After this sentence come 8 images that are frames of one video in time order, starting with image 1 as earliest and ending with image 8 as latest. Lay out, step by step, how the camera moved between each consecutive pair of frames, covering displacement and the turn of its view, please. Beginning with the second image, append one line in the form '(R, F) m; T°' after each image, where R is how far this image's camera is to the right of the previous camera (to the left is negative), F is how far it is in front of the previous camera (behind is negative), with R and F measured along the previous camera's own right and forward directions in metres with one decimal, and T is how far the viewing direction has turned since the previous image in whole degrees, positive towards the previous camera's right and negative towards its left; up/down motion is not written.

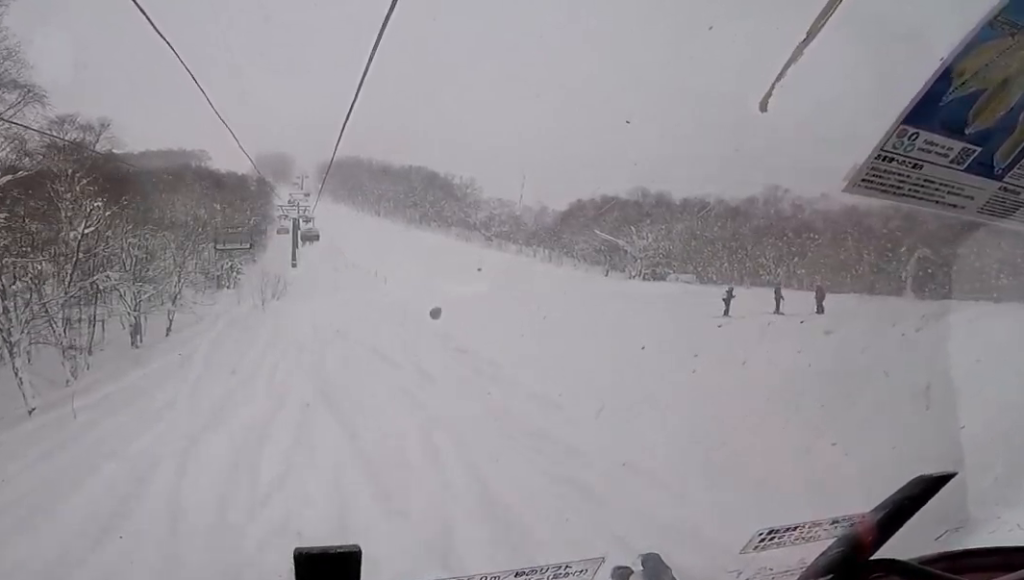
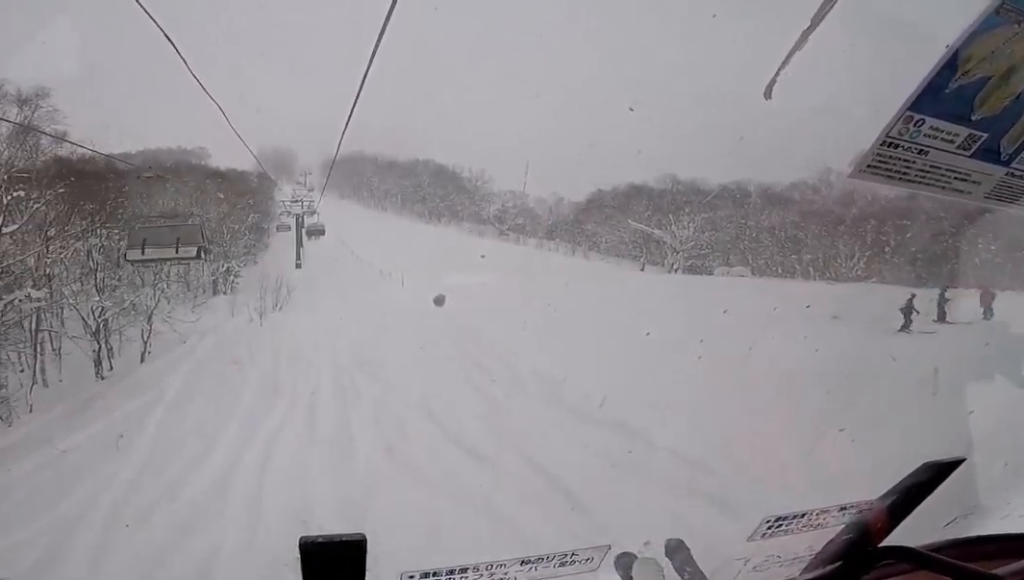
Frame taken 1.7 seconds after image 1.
(-0.1, +7.4) m; +5°
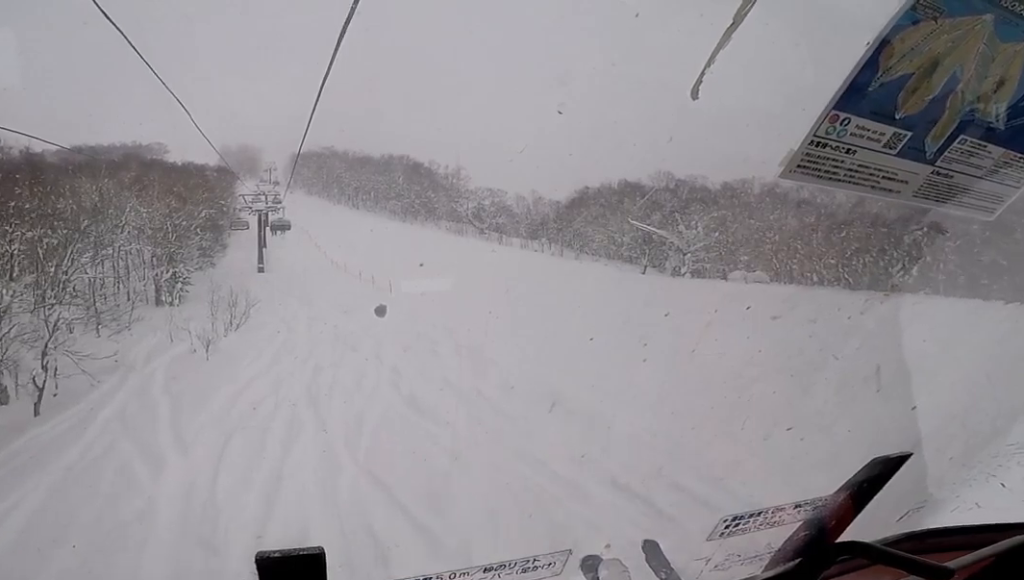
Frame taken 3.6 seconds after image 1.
(-0.1, +8.4) m; 0°
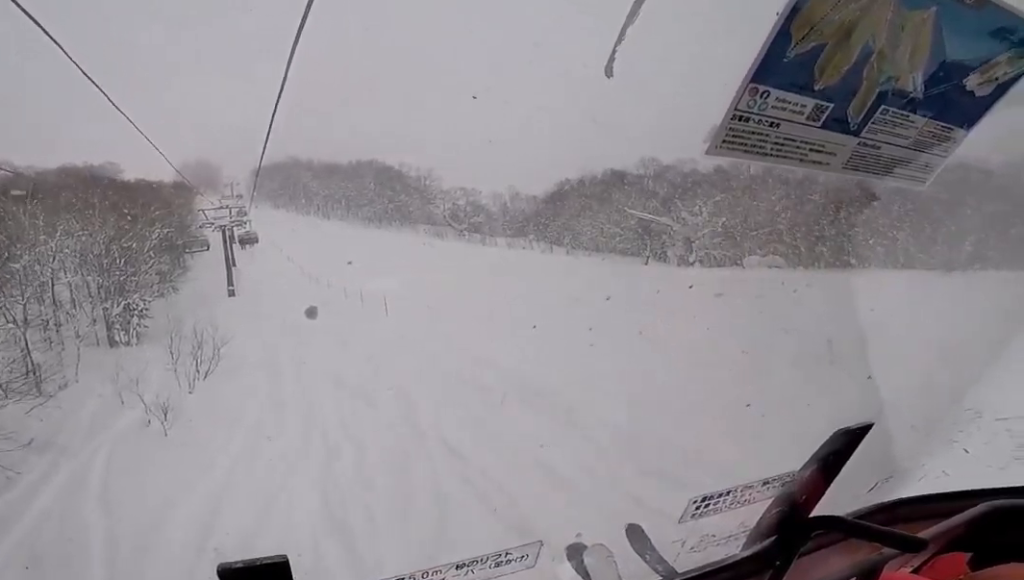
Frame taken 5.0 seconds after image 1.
(+0.2, +6.3) m; -5°
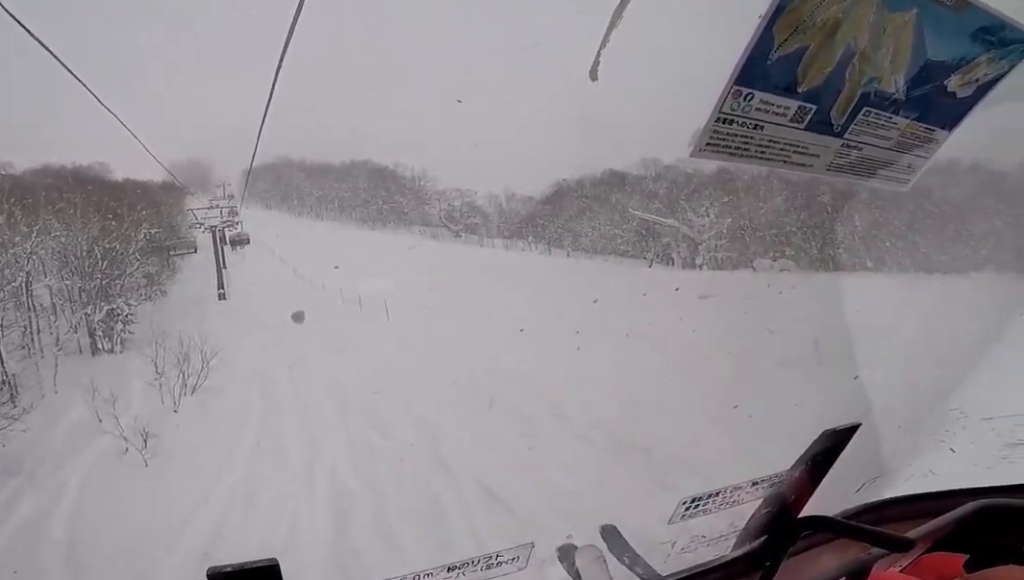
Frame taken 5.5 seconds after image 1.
(-0.1, +2.2) m; -3°
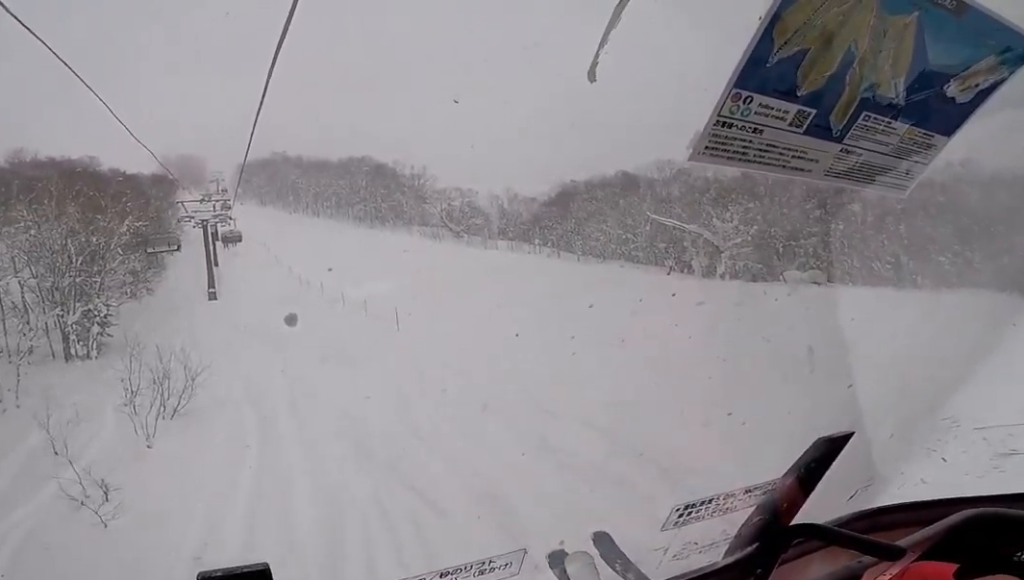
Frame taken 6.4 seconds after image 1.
(-0.1, +3.8) m; +7°
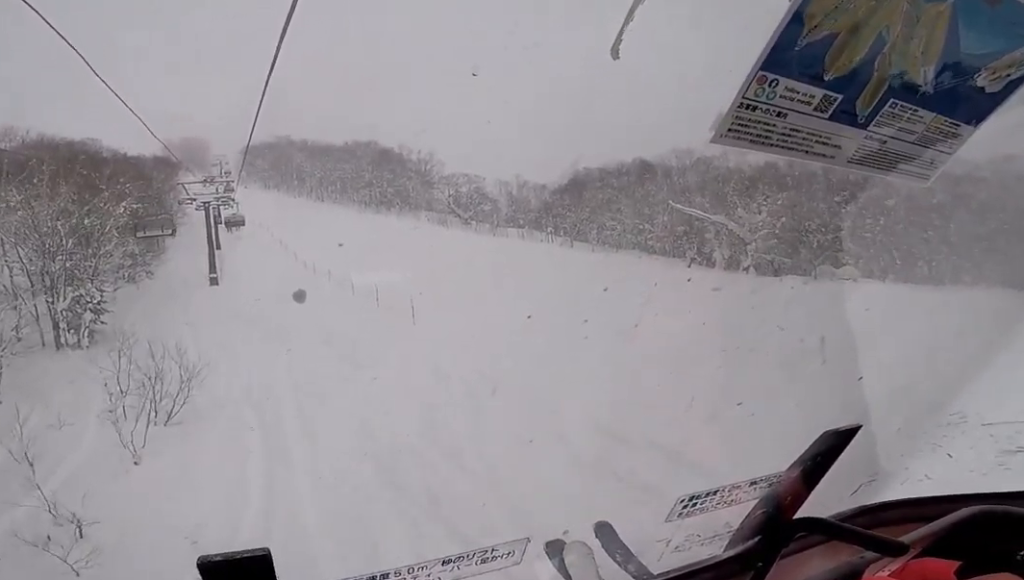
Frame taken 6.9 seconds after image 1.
(+0.3, +2.4) m; 0°
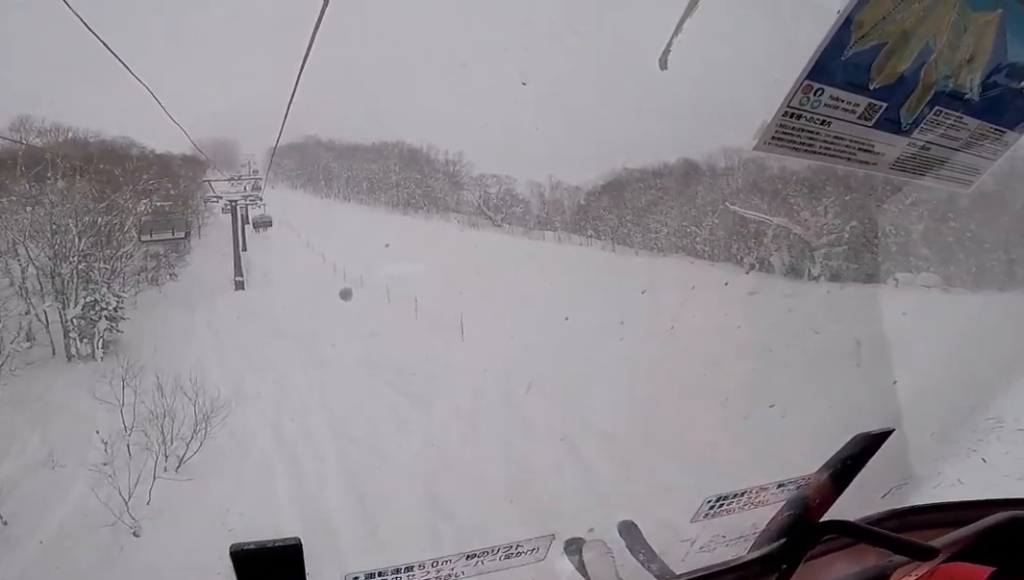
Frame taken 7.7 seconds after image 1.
(+0.1, +3.5) m; -3°
